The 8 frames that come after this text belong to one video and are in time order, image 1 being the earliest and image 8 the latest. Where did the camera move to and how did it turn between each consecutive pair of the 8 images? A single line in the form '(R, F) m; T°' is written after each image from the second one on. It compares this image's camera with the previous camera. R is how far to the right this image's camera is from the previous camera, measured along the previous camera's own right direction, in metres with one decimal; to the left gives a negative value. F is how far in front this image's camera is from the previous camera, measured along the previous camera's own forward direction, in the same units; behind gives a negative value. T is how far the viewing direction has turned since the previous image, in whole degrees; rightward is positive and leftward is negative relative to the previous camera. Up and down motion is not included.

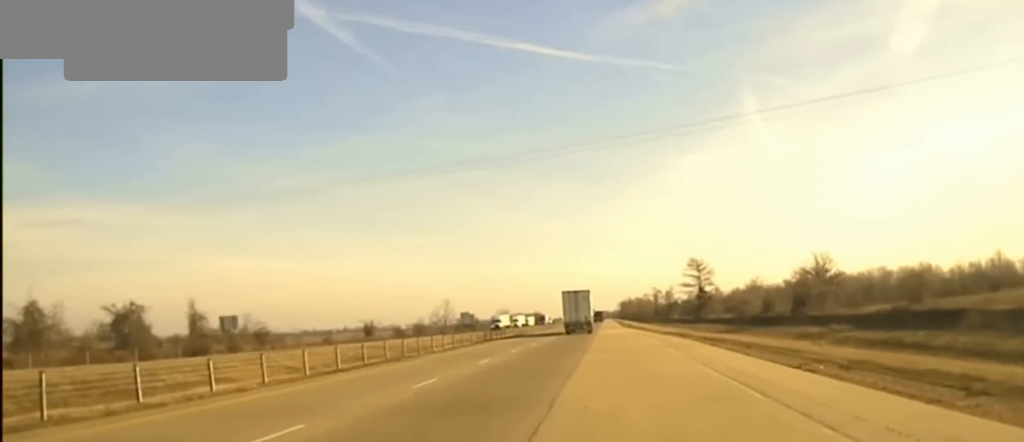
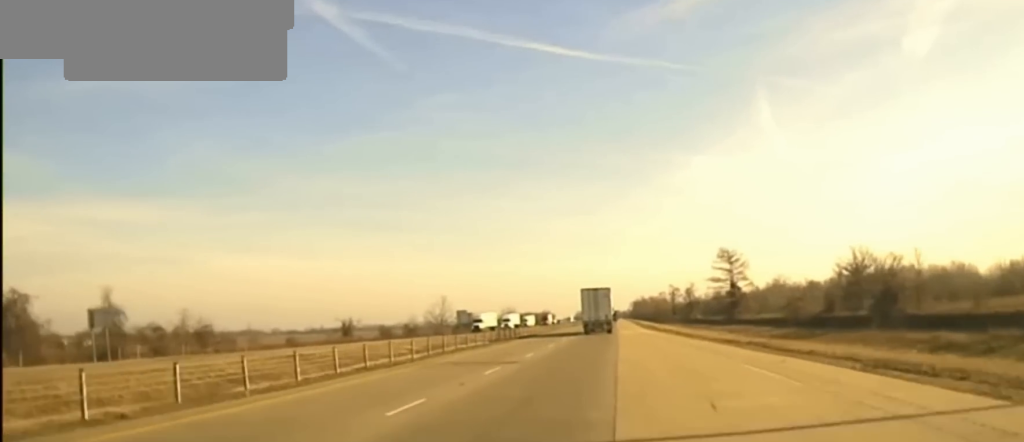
(-0.2, +42.1) m; 0°
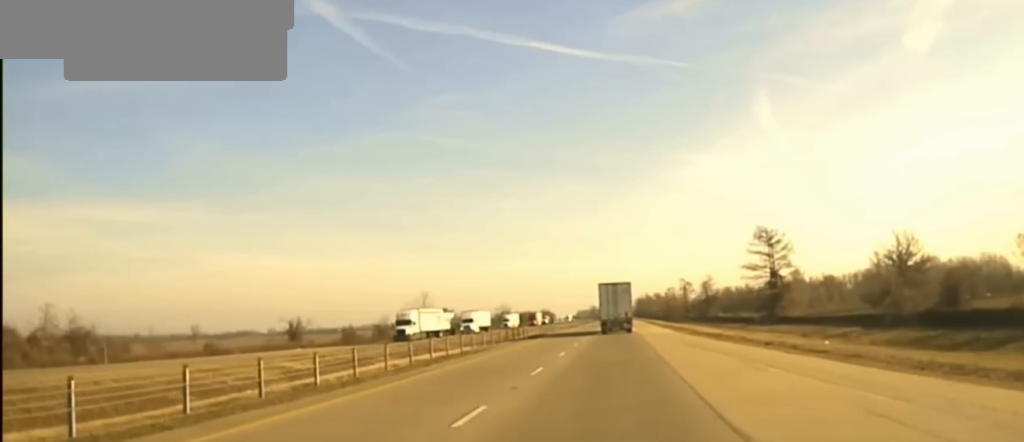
(+0.1, +43.2) m; 0°
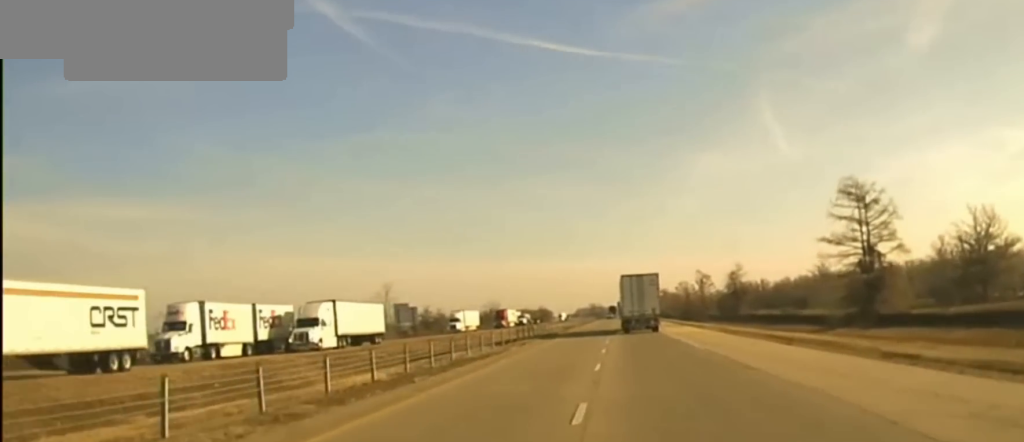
(-0.1, +46.9) m; +1°
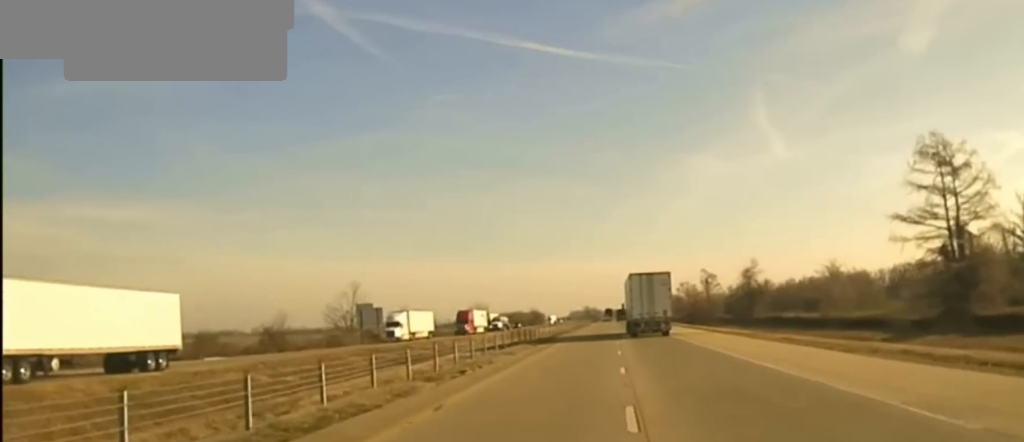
(+0.2, +21.7) m; +1°
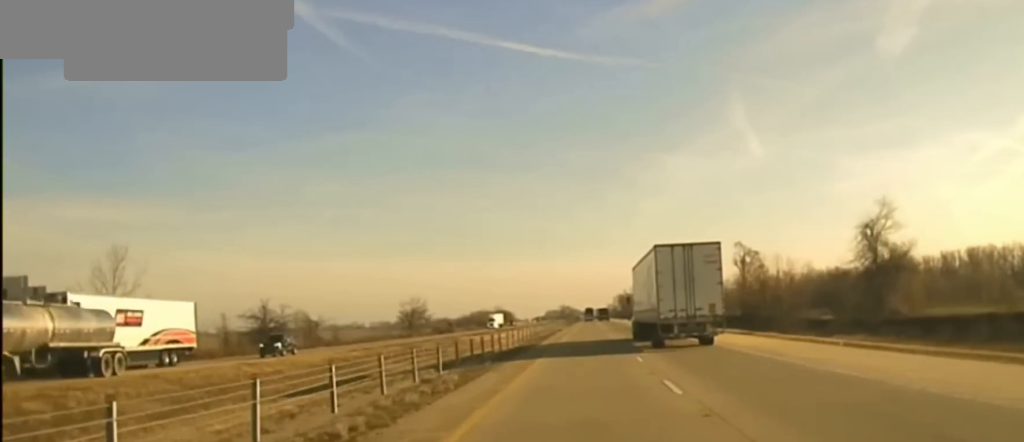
(+0.5, +78.5) m; +1°
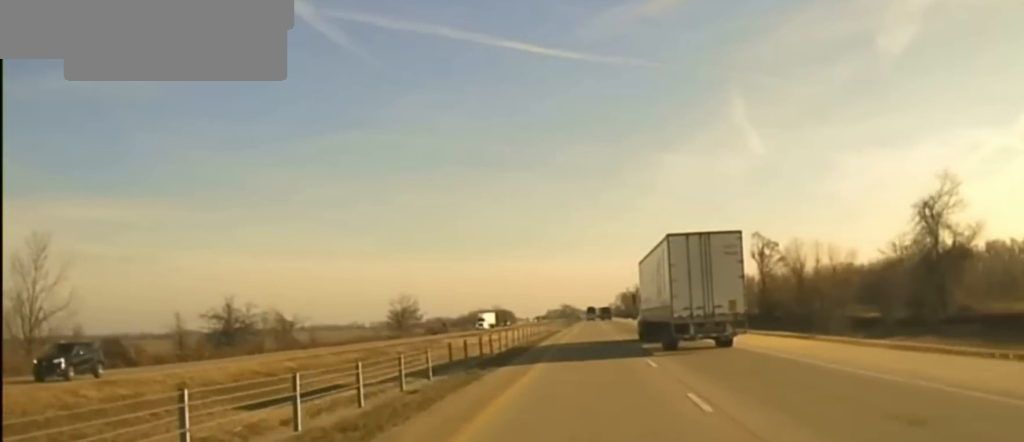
(0.0, +17.0) m; 0°
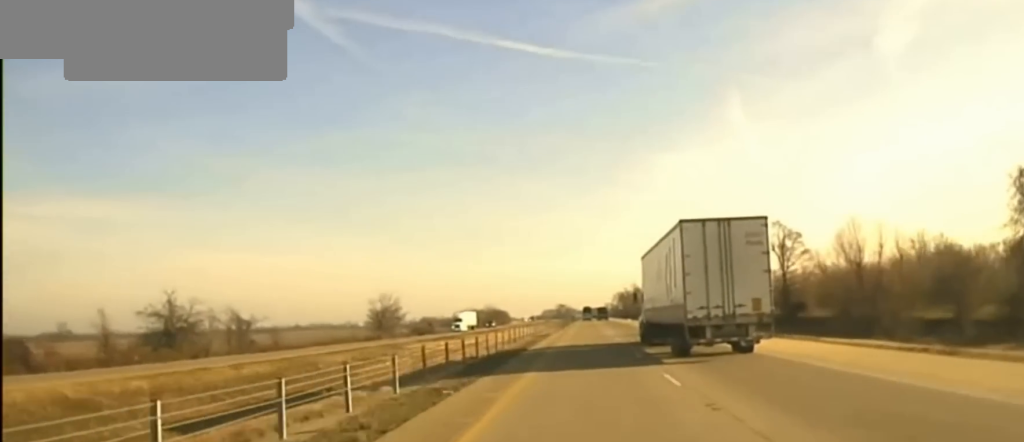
(+0.1, +23.7) m; 0°
